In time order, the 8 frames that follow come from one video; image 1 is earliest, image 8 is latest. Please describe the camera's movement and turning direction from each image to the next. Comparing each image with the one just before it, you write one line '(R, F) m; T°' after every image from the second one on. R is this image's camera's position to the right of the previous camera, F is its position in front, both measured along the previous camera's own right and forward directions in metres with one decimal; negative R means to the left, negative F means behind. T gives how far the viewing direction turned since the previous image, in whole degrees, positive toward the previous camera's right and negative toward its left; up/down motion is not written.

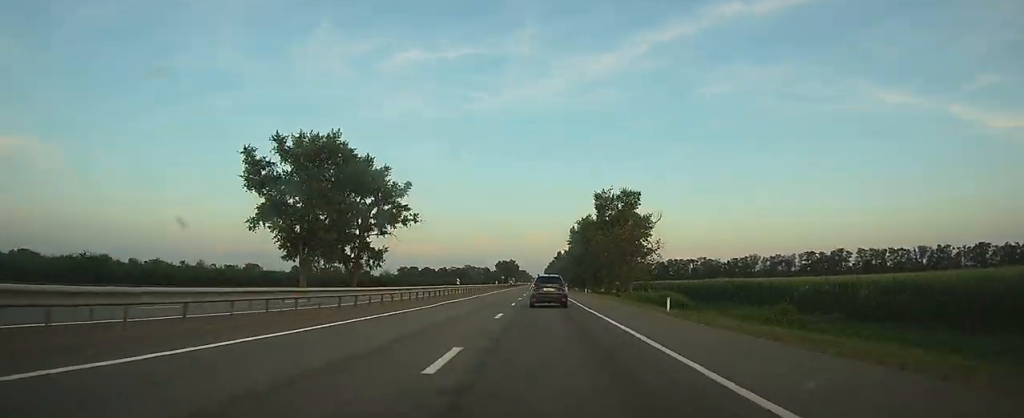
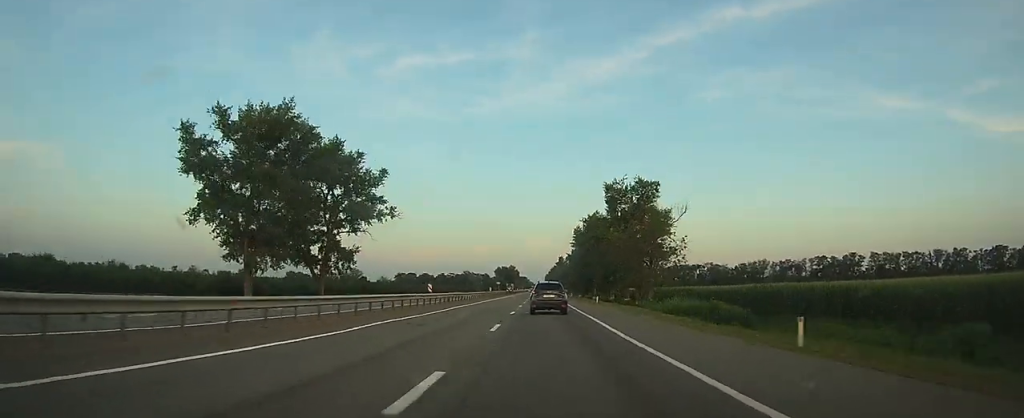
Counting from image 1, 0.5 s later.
(0.0, +14.0) m; 0°
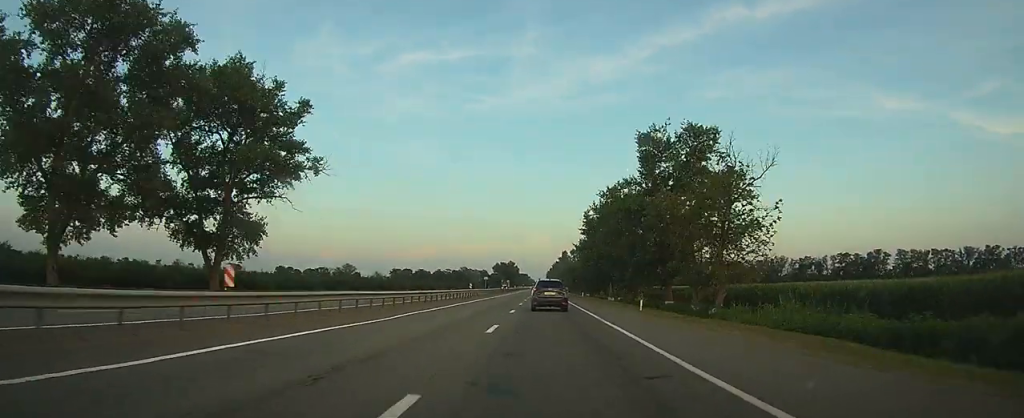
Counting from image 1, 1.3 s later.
(+0.1, +26.0) m; 0°
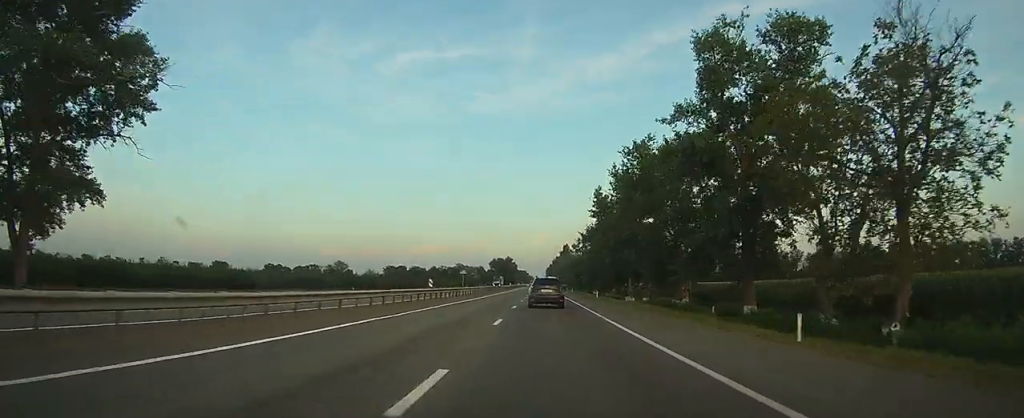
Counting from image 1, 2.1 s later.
(0.0, +22.0) m; 0°
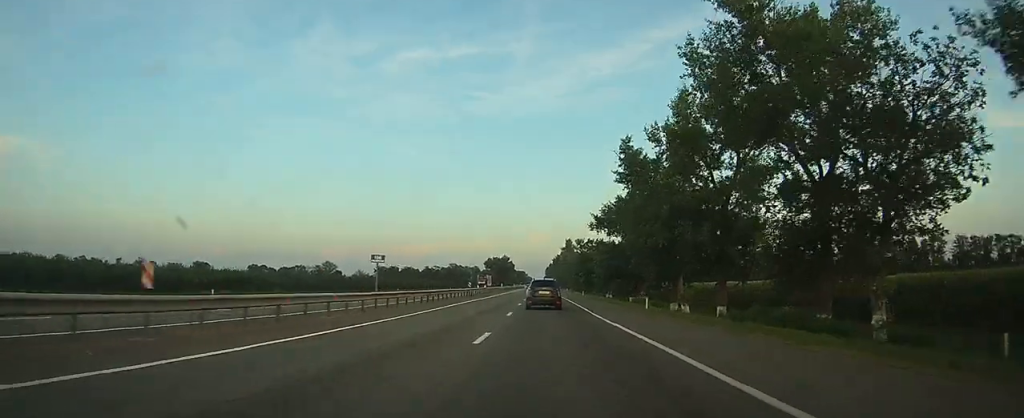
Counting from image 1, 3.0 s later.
(0.0, +29.0) m; 0°
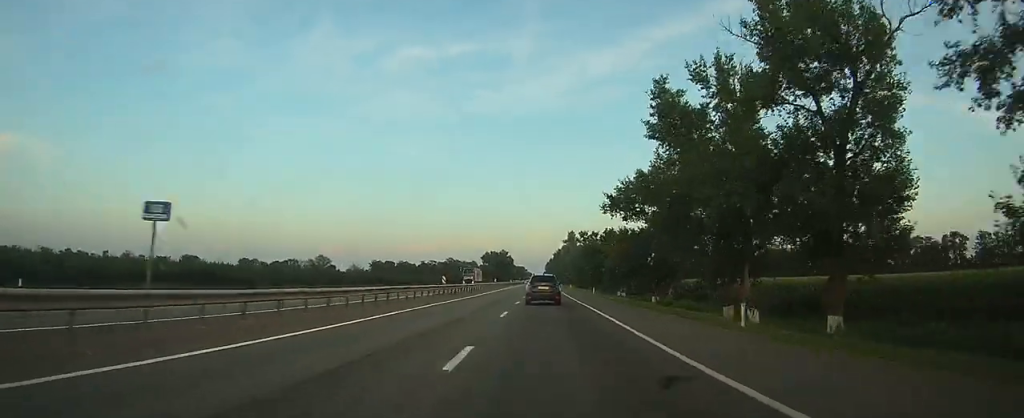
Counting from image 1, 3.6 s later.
(0.0, +16.0) m; 0°
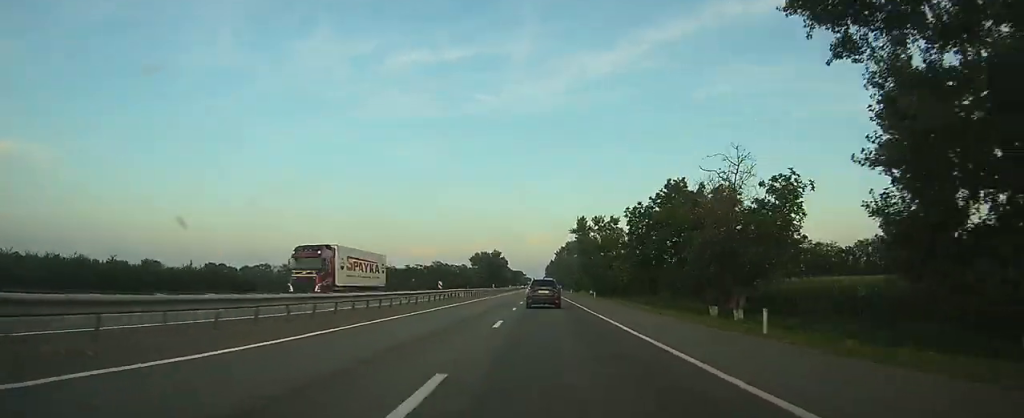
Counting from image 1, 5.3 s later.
(+0.1, +51.2) m; 0°
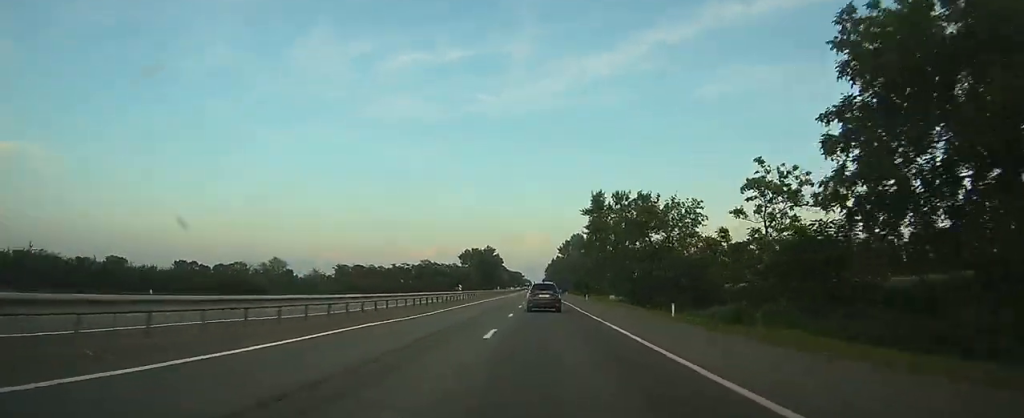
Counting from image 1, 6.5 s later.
(0.0, +38.3) m; 0°
